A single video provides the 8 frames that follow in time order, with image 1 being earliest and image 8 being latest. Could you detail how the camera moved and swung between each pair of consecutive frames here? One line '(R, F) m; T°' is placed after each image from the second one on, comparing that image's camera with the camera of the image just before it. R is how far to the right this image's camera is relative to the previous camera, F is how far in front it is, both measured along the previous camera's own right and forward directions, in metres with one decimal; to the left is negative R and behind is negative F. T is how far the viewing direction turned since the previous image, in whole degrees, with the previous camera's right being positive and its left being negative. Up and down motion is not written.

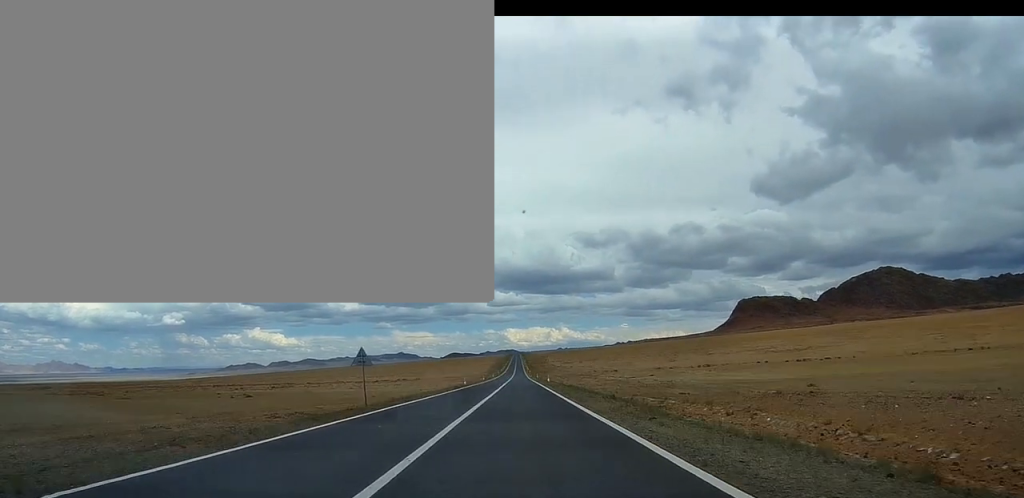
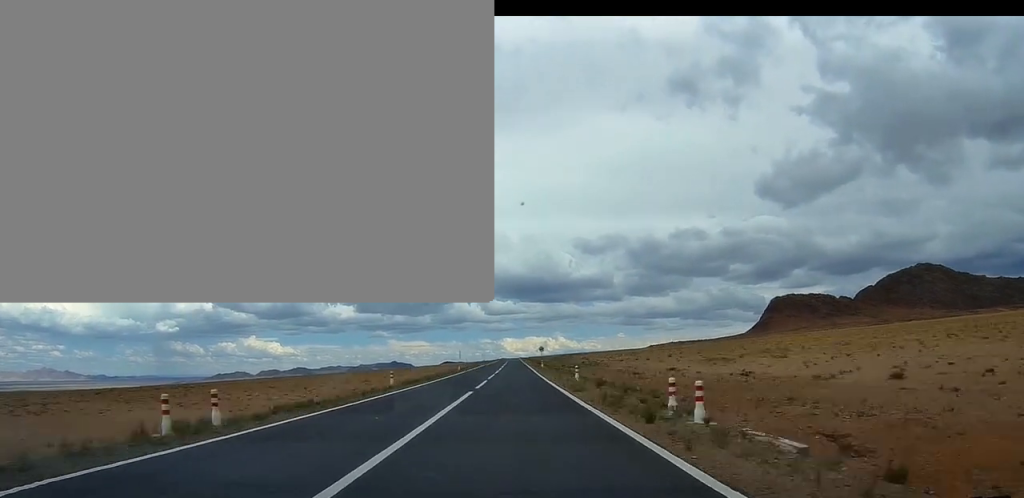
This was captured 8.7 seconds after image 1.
(-0.1, +228.4) m; 0°
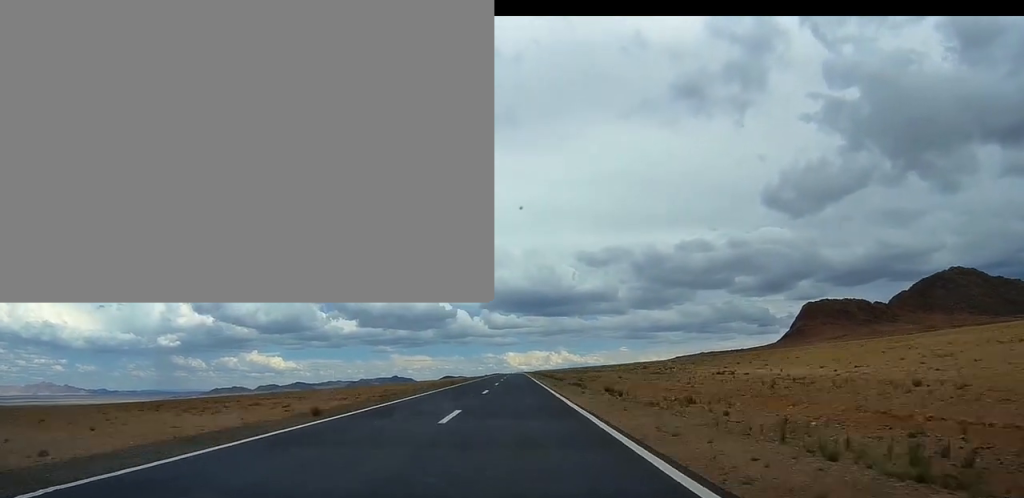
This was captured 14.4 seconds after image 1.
(-0.2, +148.2) m; 0°
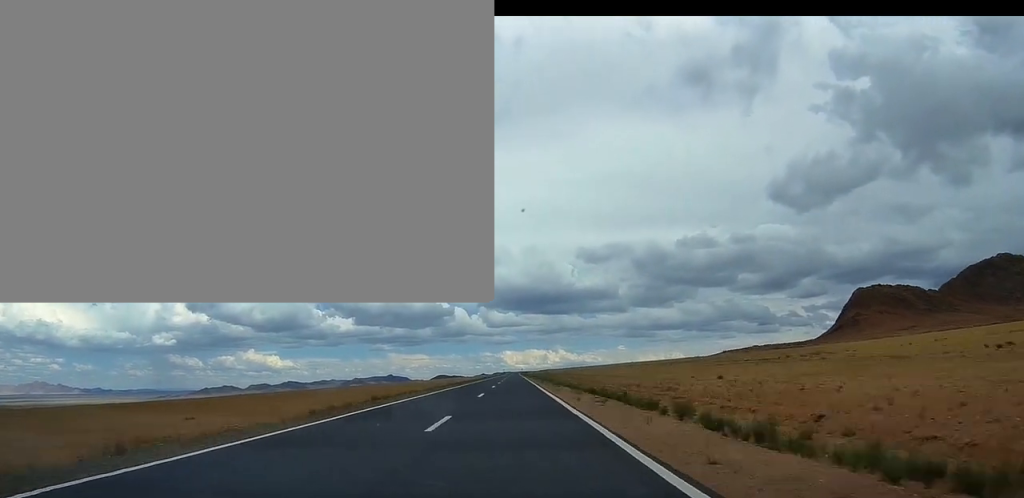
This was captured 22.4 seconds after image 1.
(-0.1, +204.8) m; +1°
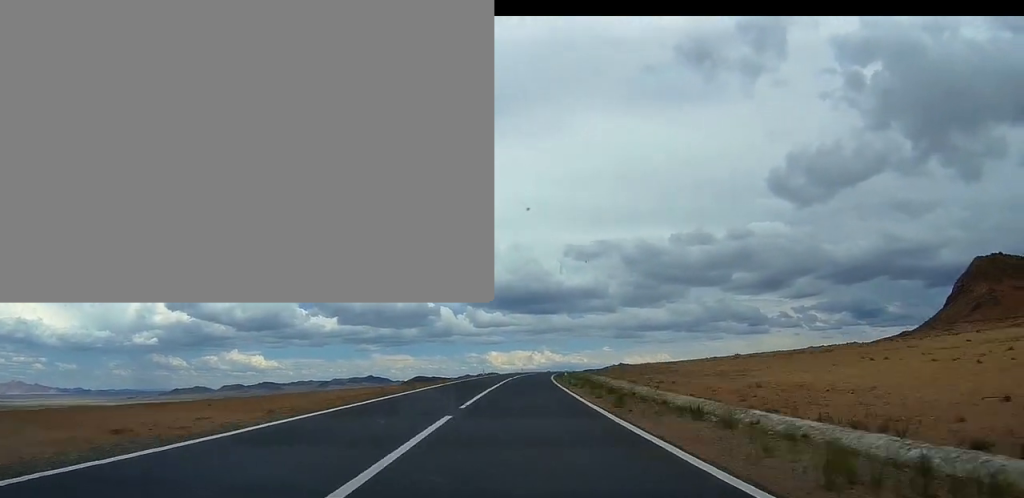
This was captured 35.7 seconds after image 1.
(+11.0, +334.2) m; +10°
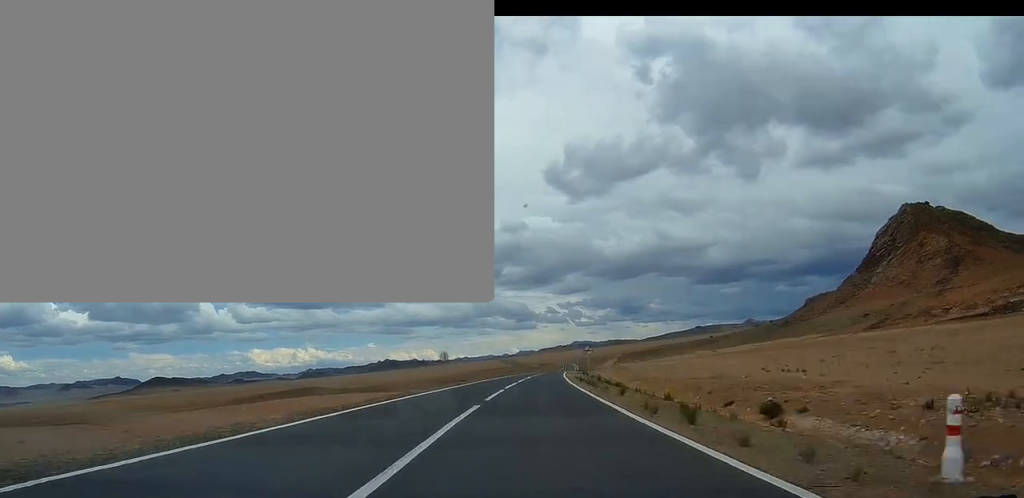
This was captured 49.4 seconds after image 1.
(+59.3, +336.3) m; +14°
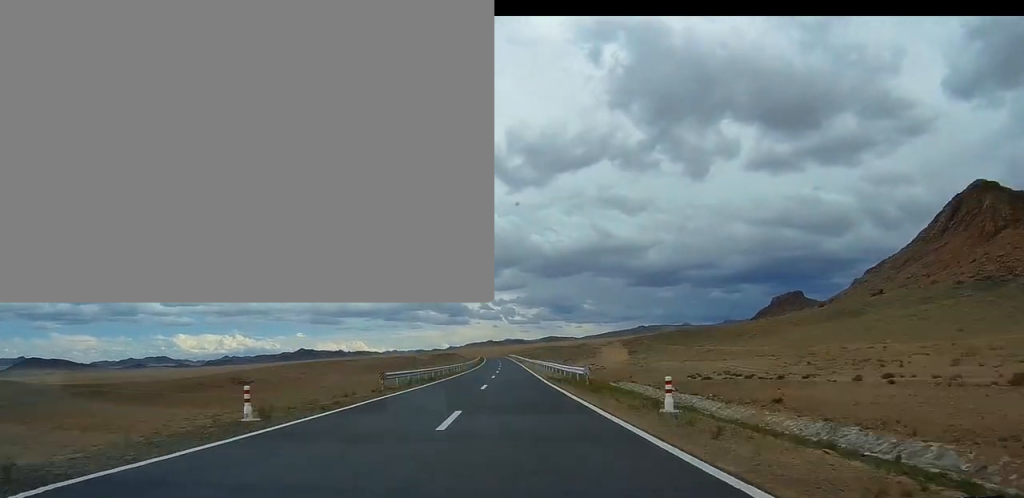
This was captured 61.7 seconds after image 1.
(+17.1, +317.5) m; +1°
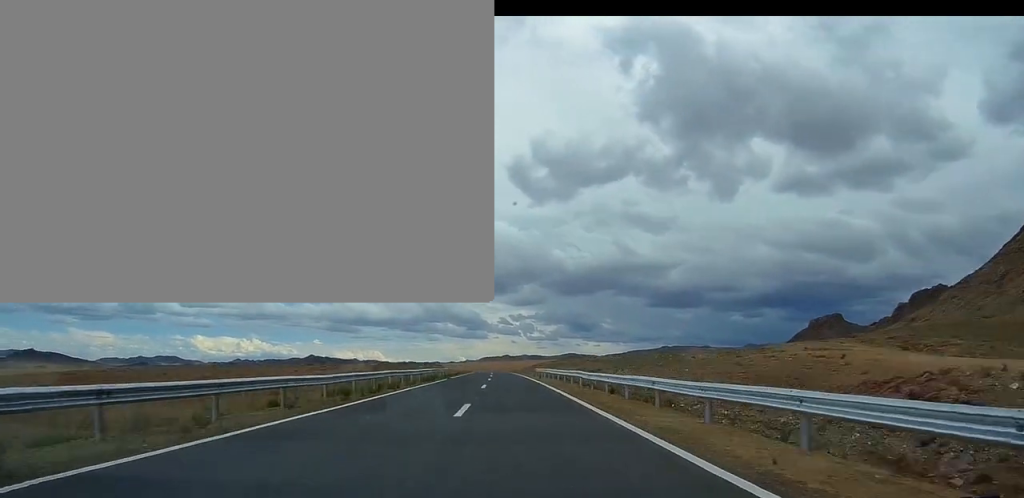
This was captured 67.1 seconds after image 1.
(-1.0, +139.6) m; -2°
